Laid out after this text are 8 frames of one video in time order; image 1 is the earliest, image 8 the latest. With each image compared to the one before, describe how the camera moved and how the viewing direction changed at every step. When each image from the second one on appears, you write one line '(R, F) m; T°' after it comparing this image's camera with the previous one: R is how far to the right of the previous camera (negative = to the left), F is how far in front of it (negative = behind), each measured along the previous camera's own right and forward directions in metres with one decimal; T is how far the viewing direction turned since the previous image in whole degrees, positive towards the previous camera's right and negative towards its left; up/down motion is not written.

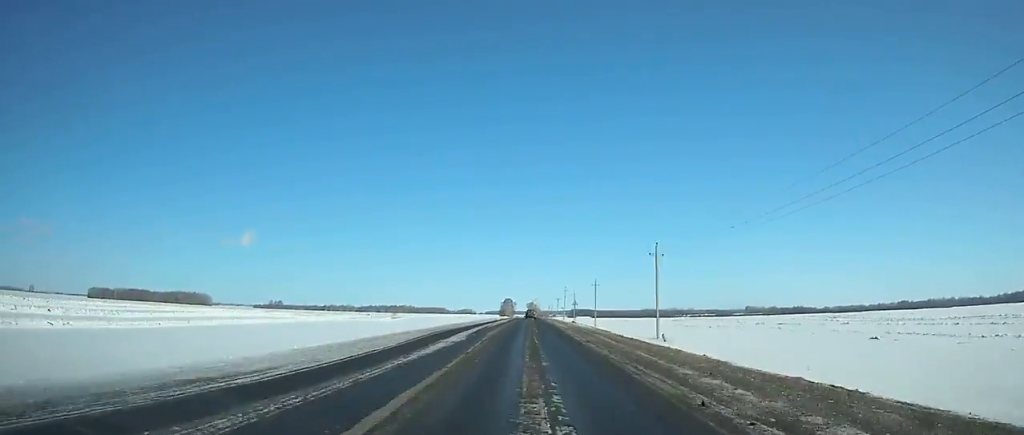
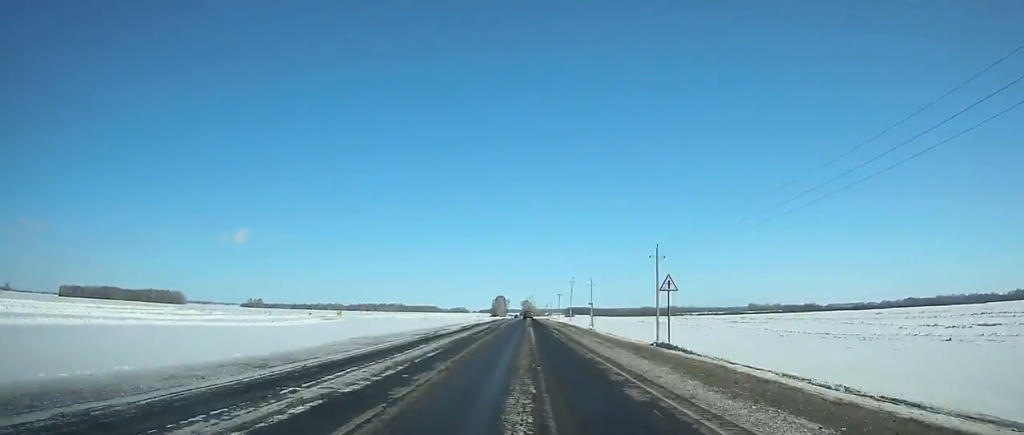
(+0.2, +57.6) m; 0°
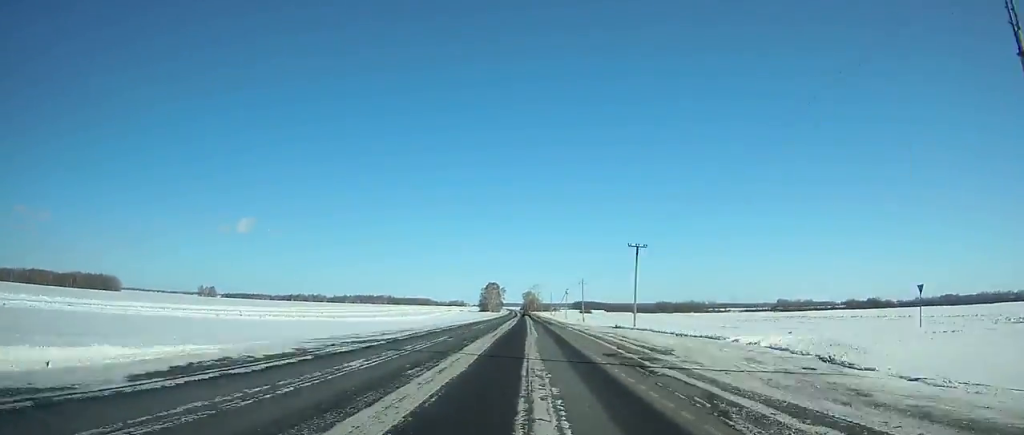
(+1.0, +153.8) m; 0°
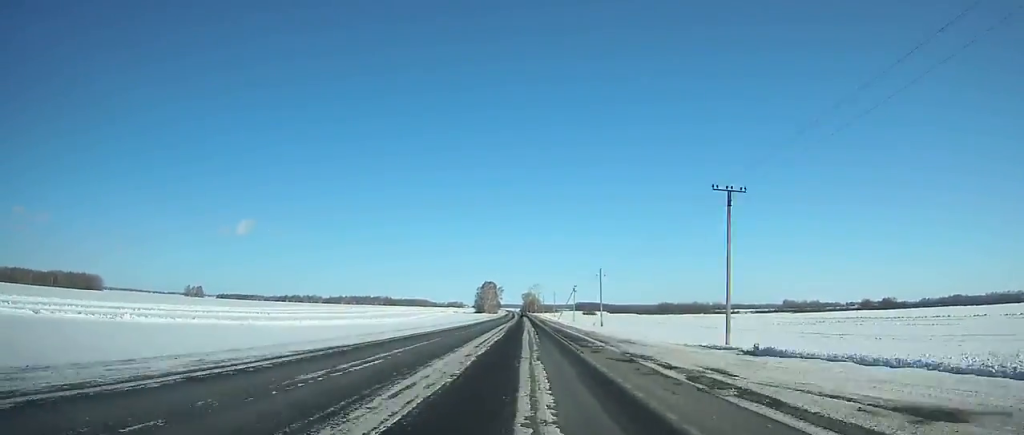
(-0.1, +31.8) m; 0°
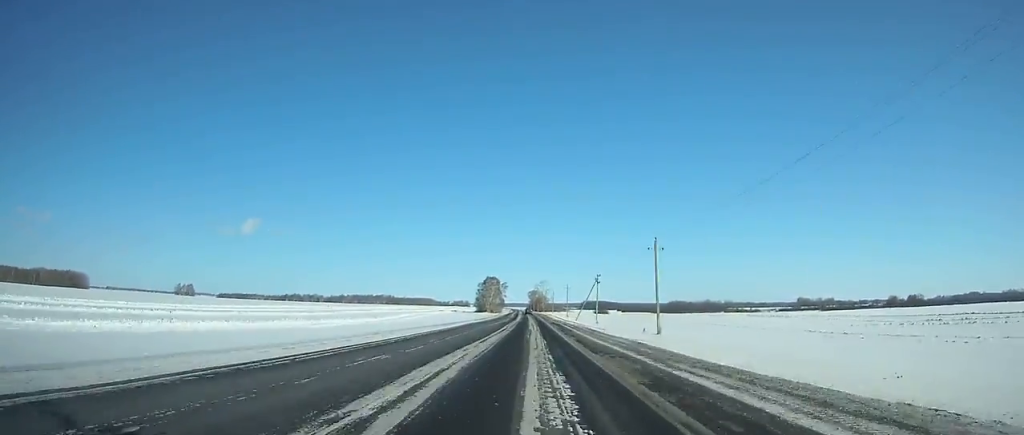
(-0.1, +36.6) m; 0°
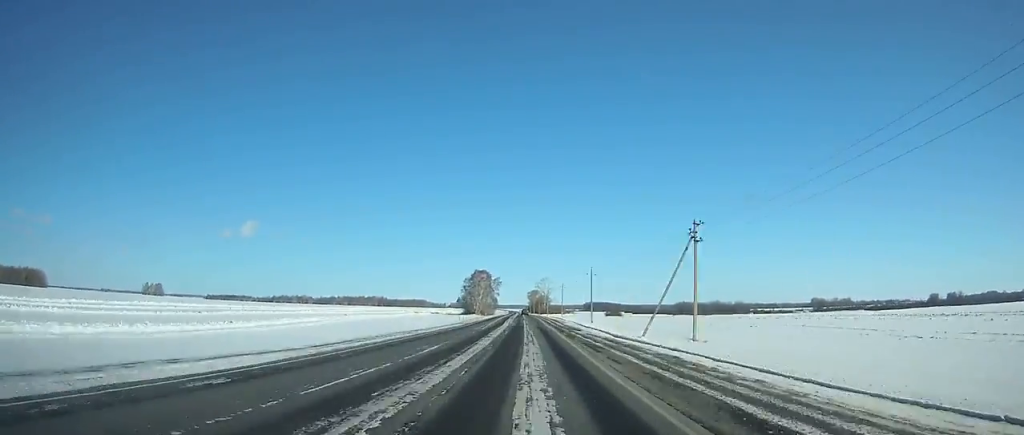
(-0.1, +65.8) m; 0°
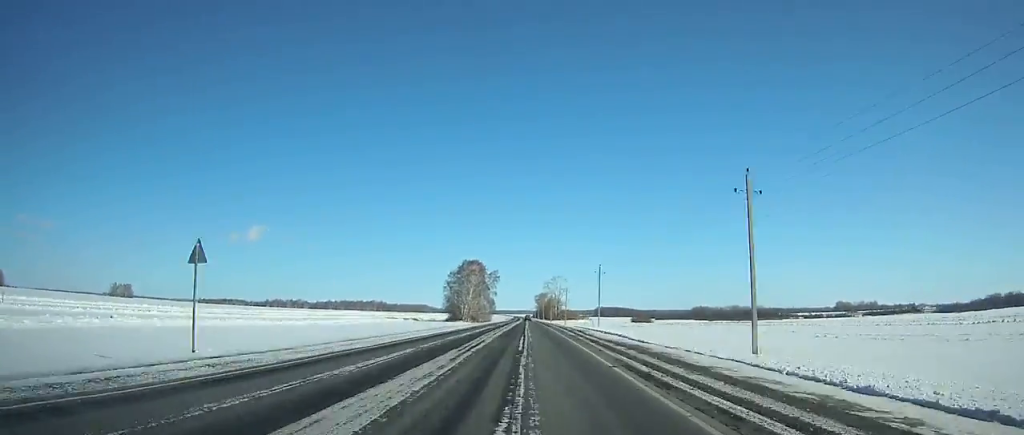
(0.0, +69.9) m; 0°
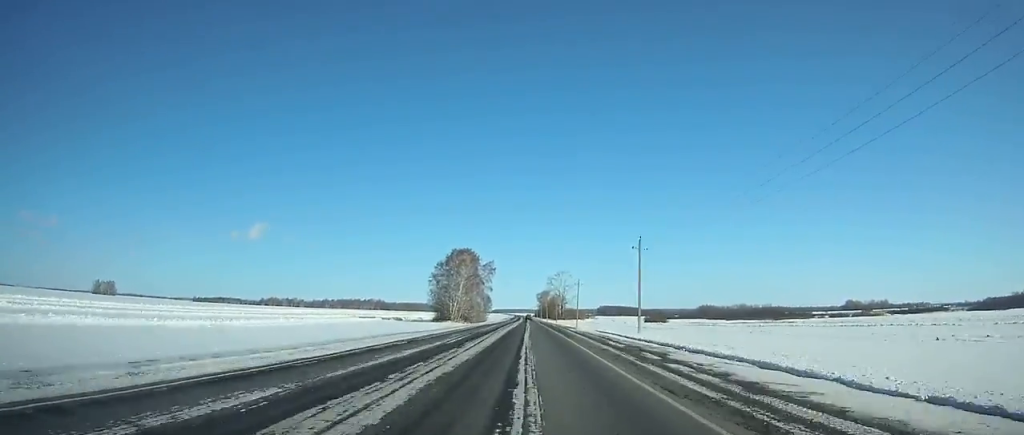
(0.0, +29.8) m; 0°
